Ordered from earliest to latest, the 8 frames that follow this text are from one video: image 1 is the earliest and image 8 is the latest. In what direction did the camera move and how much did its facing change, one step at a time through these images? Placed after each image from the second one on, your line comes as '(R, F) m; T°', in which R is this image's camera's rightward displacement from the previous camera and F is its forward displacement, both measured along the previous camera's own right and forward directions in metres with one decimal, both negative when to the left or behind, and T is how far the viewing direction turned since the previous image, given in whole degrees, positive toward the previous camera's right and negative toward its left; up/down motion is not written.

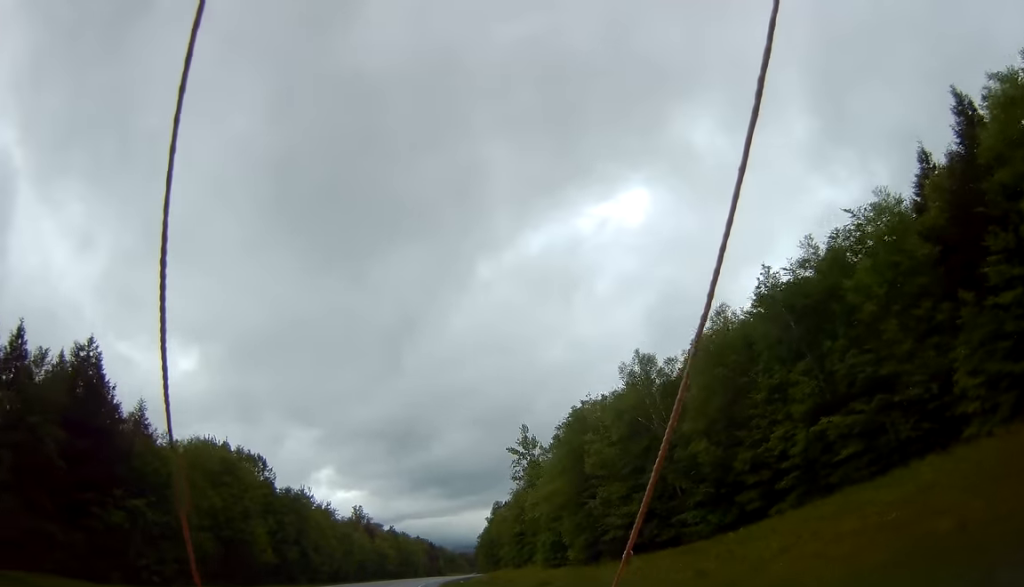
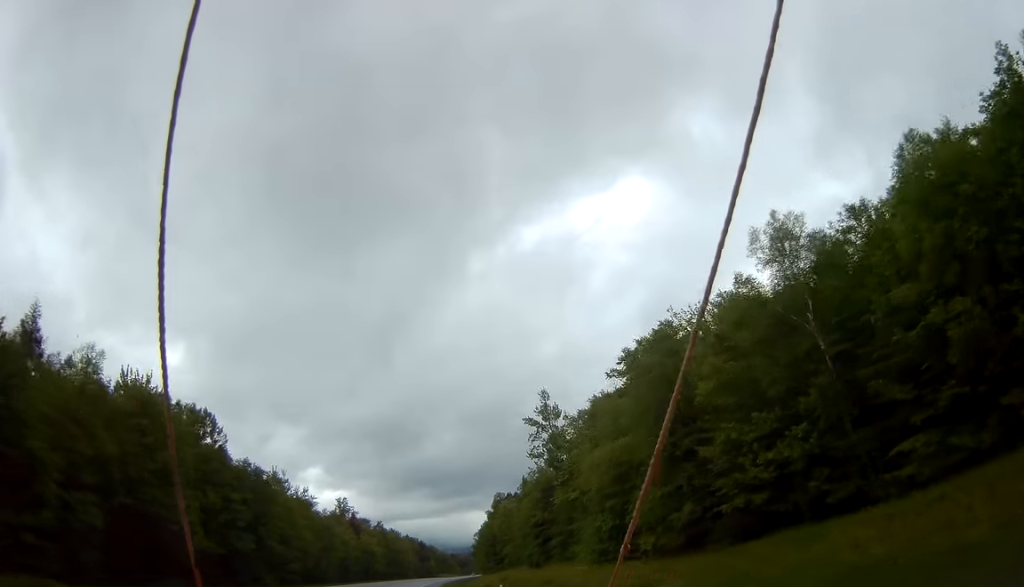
(+0.3, +24.1) m; +1°
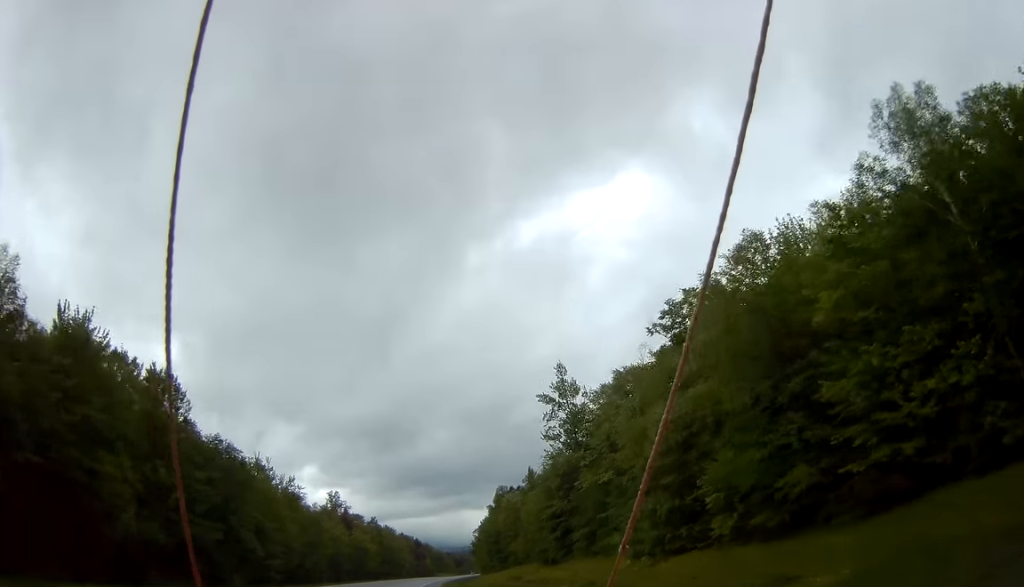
(0.0, +12.5) m; +1°
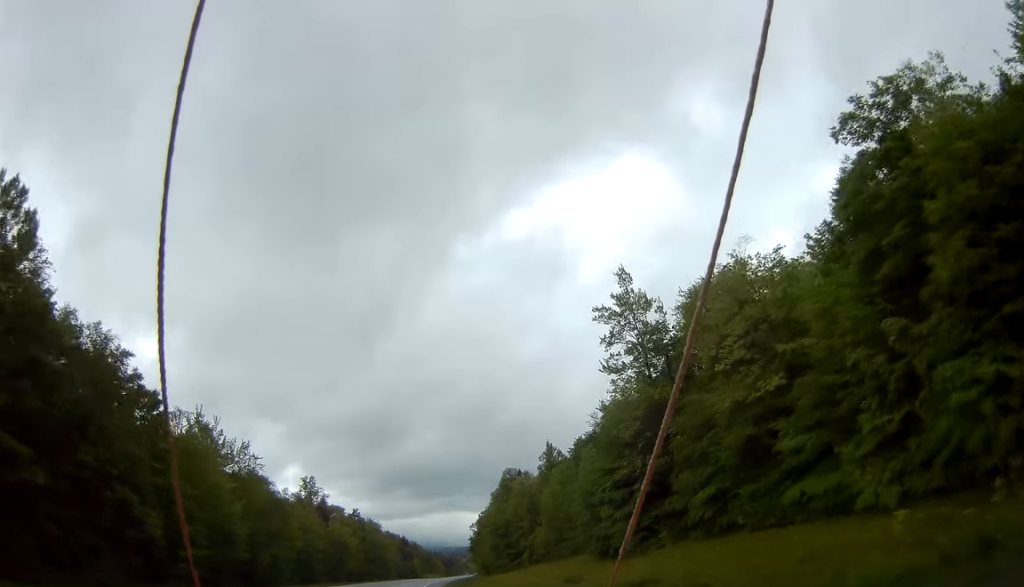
(+0.3, +29.5) m; +1°
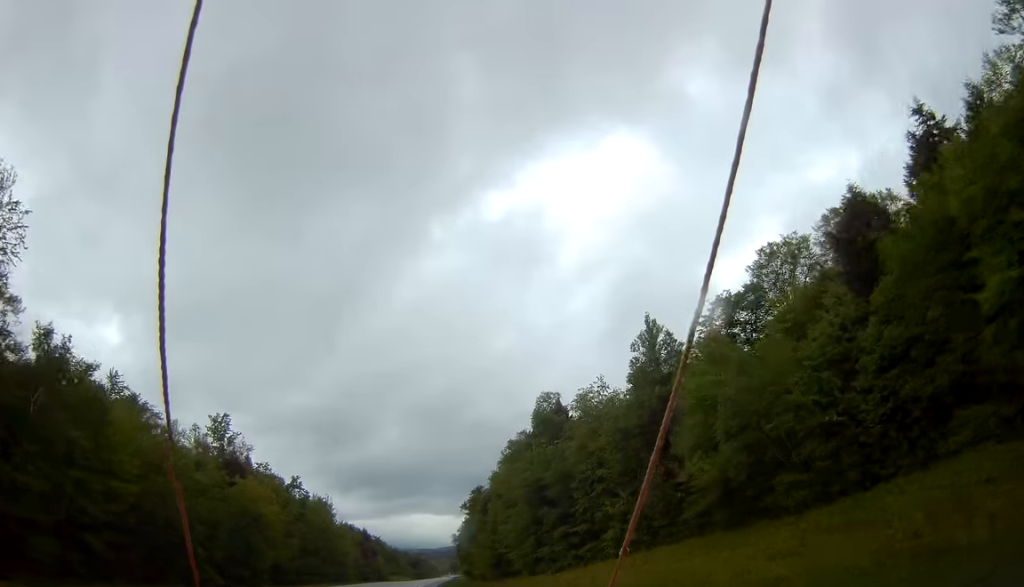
(+1.7, +60.5) m; +3°
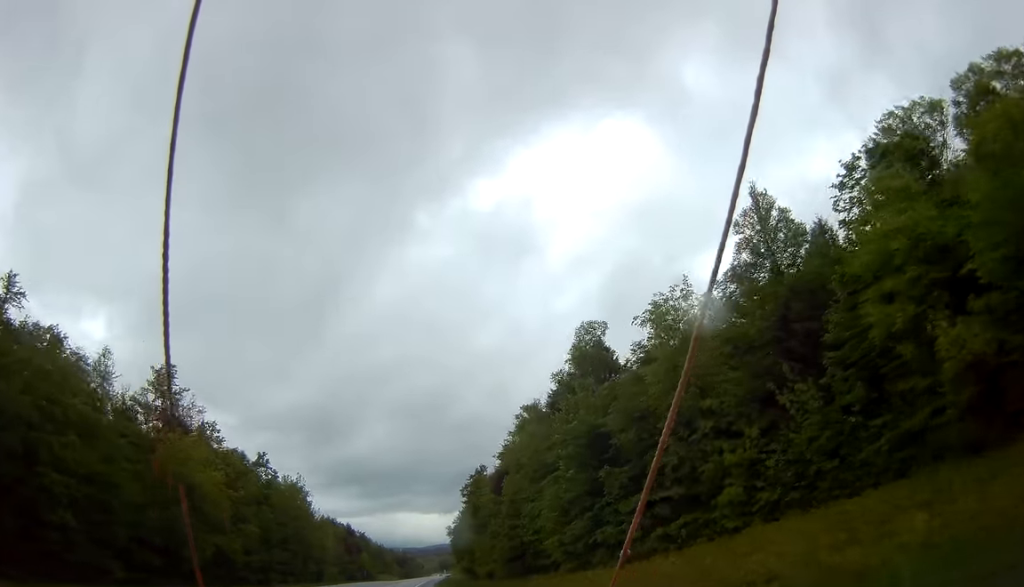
(+0.1, +23.3) m; +1°
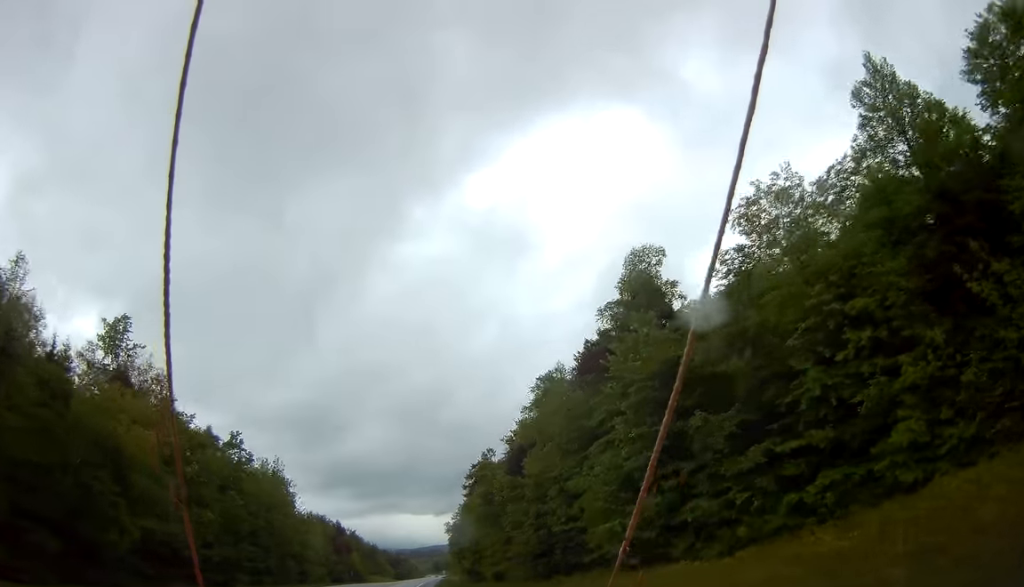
(+0.2, +15.3) m; +1°
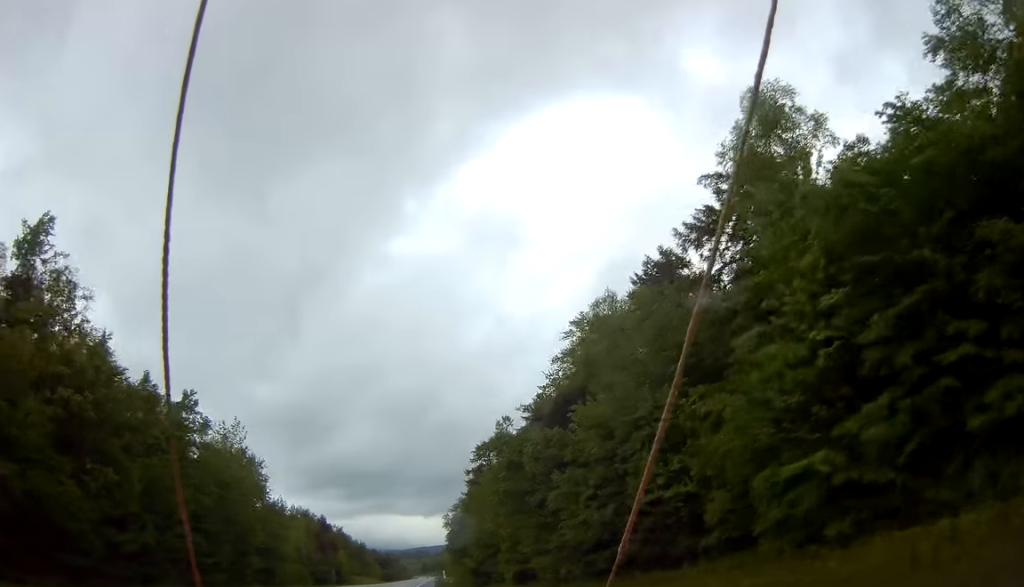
(+0.3, +19.8) m; +1°
